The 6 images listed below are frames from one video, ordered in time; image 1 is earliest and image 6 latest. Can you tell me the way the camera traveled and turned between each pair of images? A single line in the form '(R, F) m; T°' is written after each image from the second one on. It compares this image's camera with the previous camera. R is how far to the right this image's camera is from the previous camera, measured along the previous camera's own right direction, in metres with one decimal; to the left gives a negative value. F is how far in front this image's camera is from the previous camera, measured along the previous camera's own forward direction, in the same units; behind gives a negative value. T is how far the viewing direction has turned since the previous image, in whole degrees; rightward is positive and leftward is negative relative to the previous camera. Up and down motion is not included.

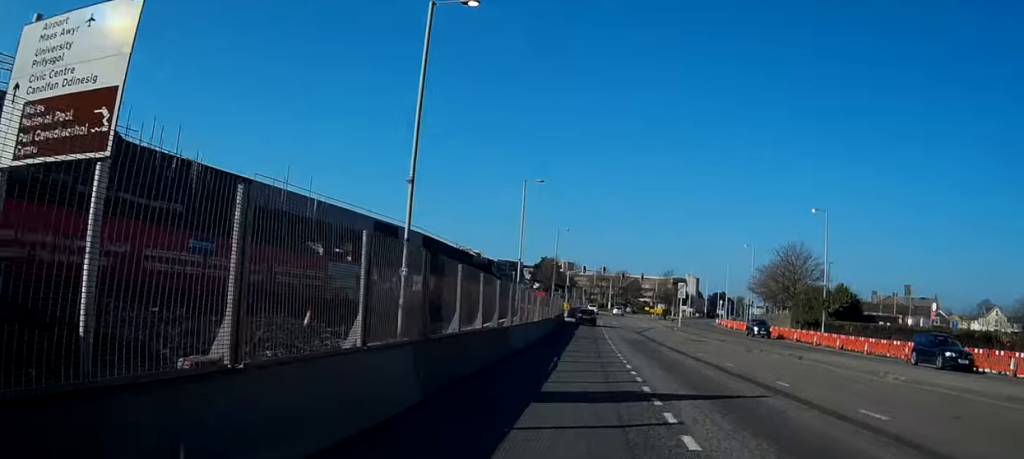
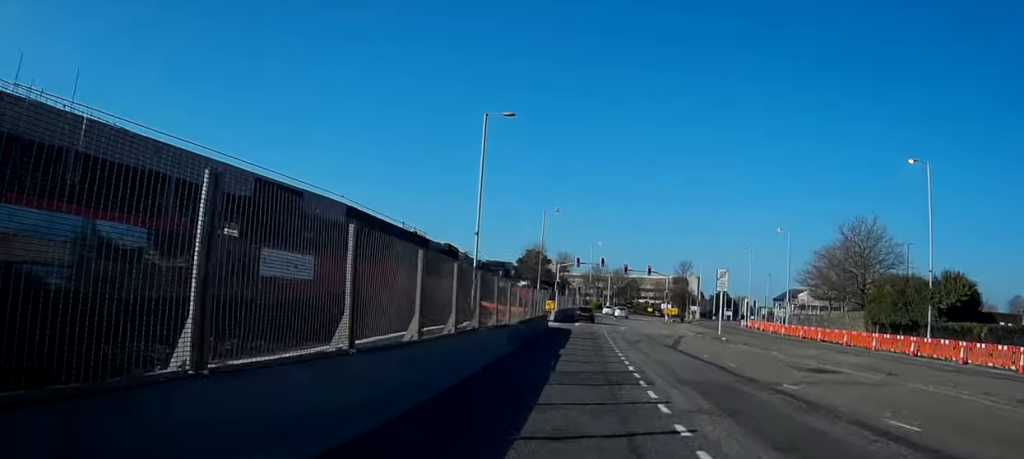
(-0.3, +24.2) m; -1°
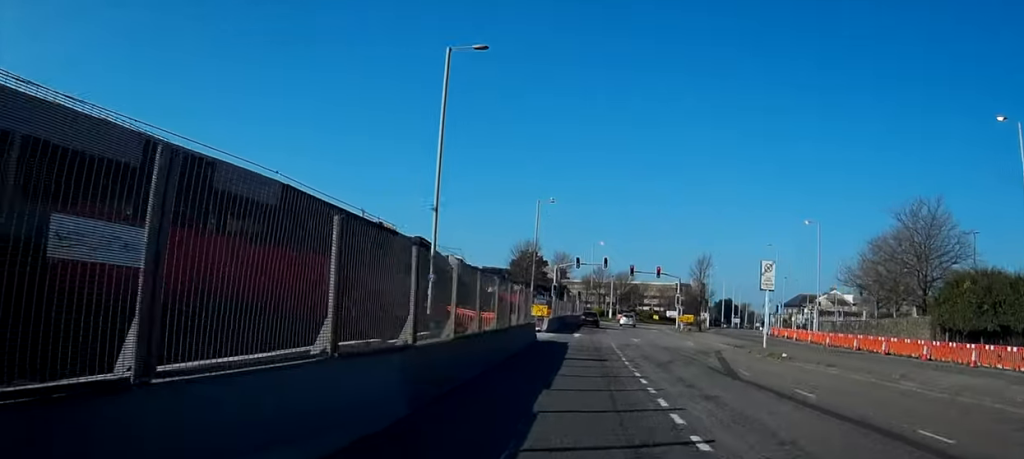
(0.0, +13.4) m; +1°
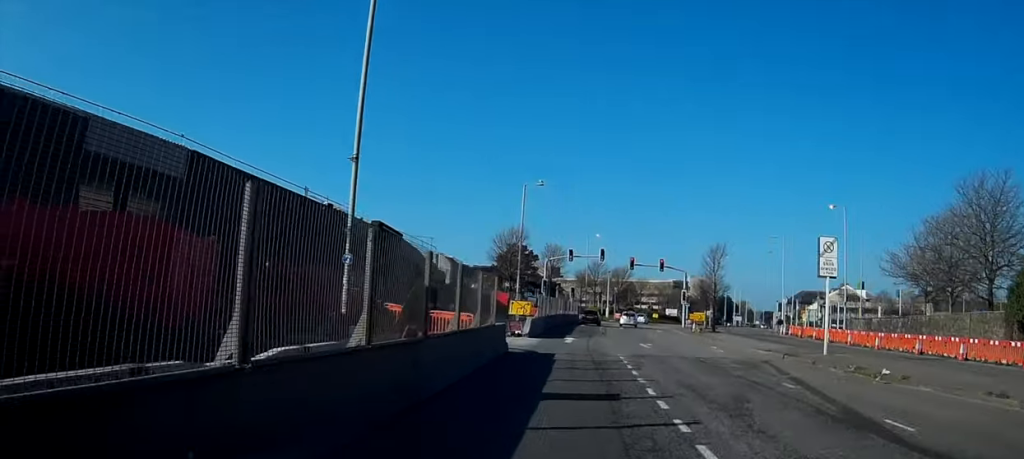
(0.0, +10.8) m; +1°
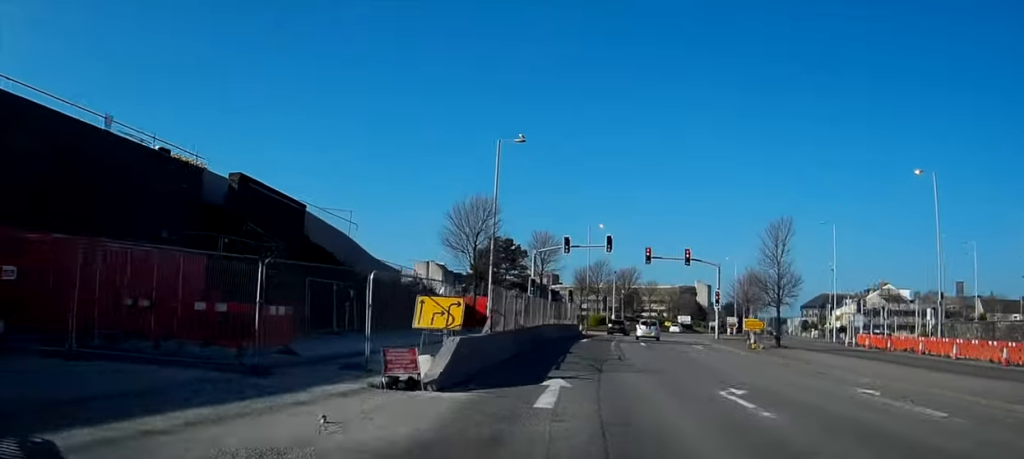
(+0.3, +20.4) m; +1°
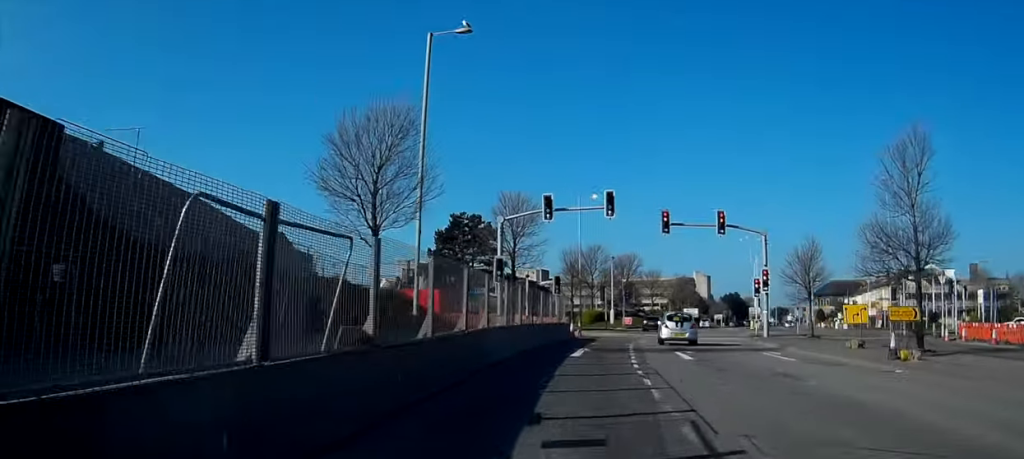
(+0.1, +19.1) m; +1°
